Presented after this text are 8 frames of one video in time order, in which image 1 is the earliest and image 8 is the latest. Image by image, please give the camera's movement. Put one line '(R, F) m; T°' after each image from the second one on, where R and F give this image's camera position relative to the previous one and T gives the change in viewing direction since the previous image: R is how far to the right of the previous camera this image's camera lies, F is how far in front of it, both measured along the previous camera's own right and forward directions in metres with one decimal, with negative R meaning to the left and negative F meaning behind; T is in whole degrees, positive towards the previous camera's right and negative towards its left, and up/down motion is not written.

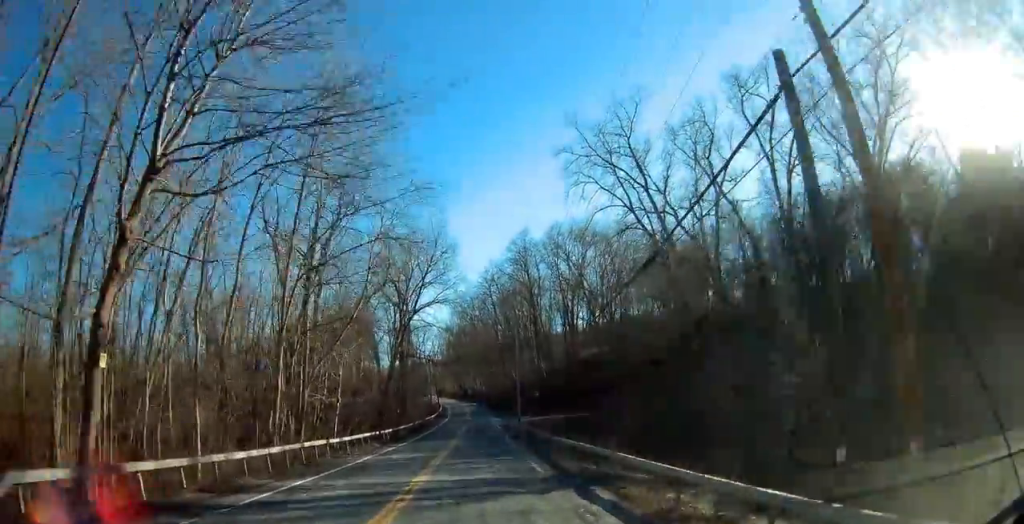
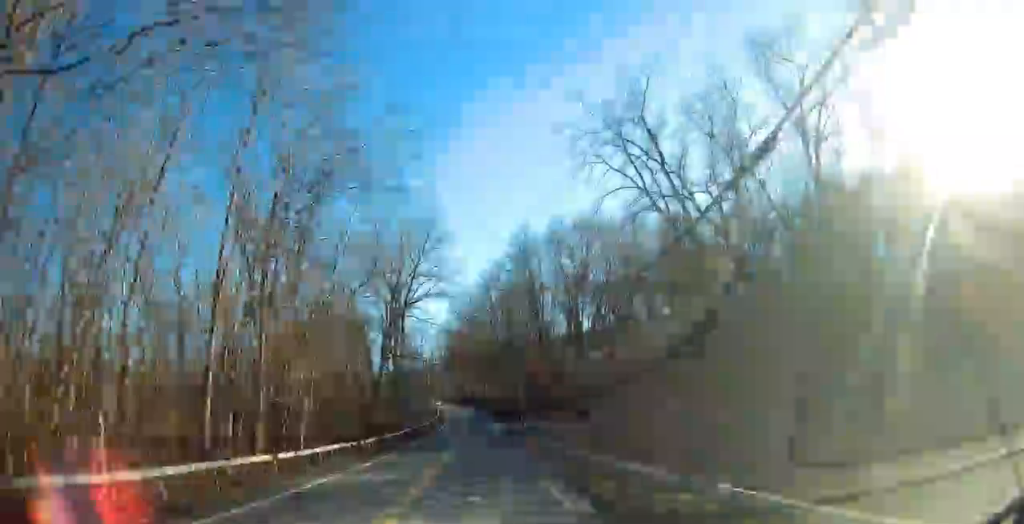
(0.0, +6.4) m; 0°
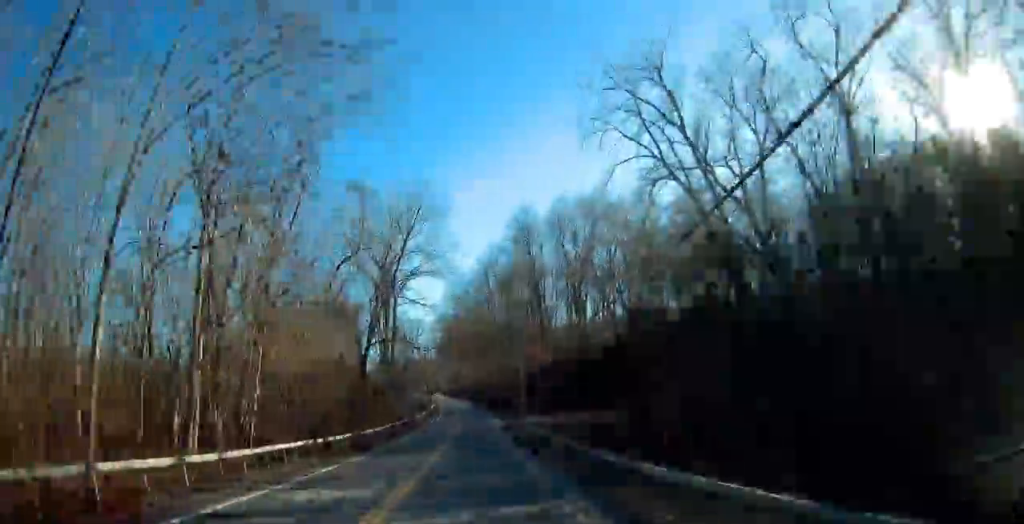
(-0.1, +5.9) m; 0°
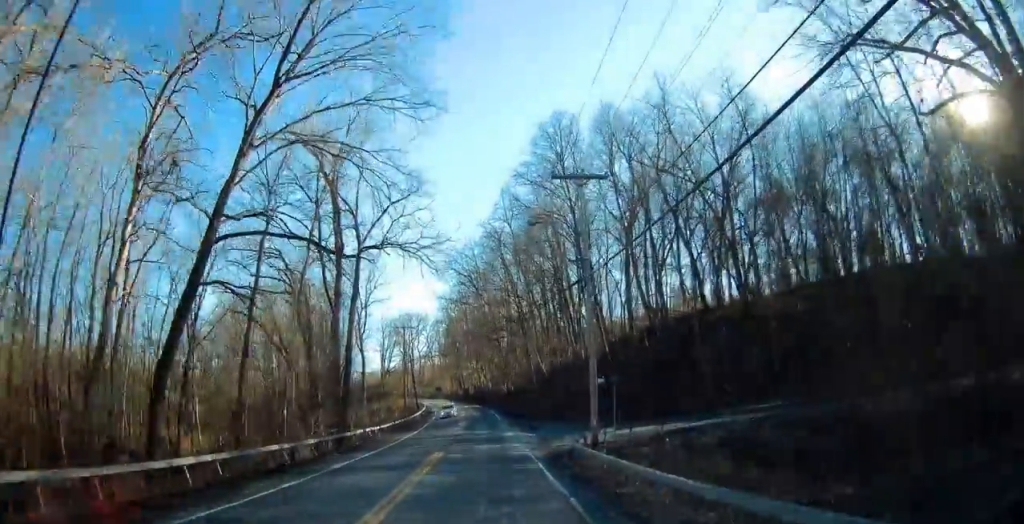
(0.0, +30.9) m; 0°
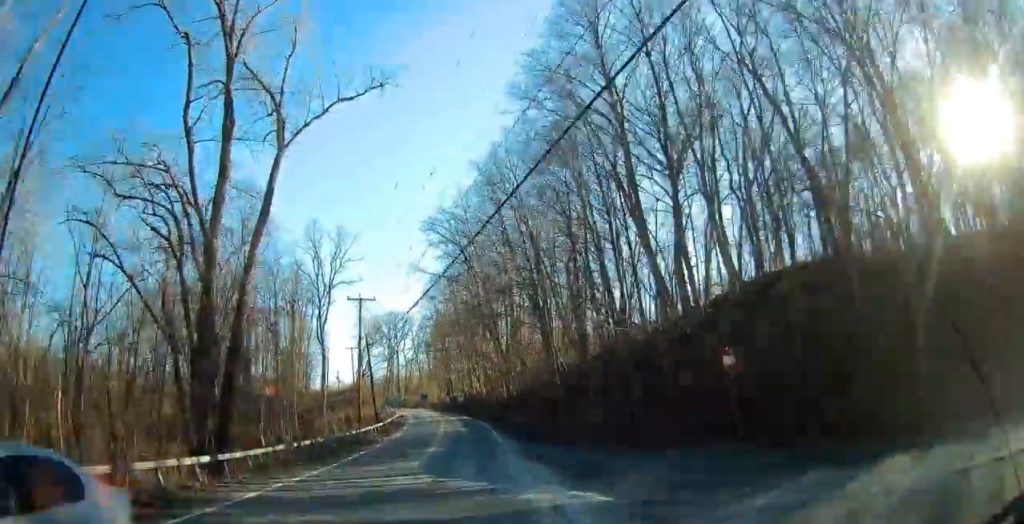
(+0.4, +22.7) m; +1°
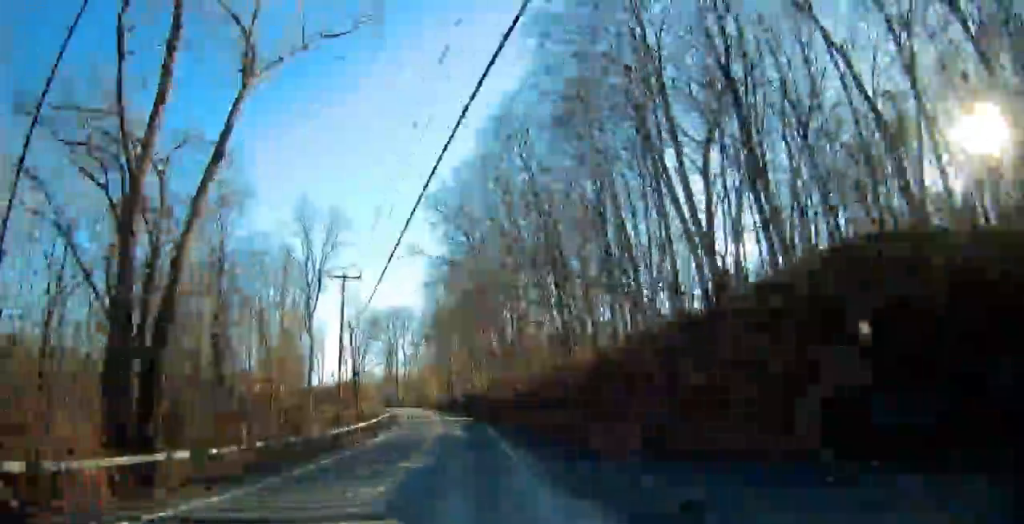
(+0.1, +7.2) m; -1°
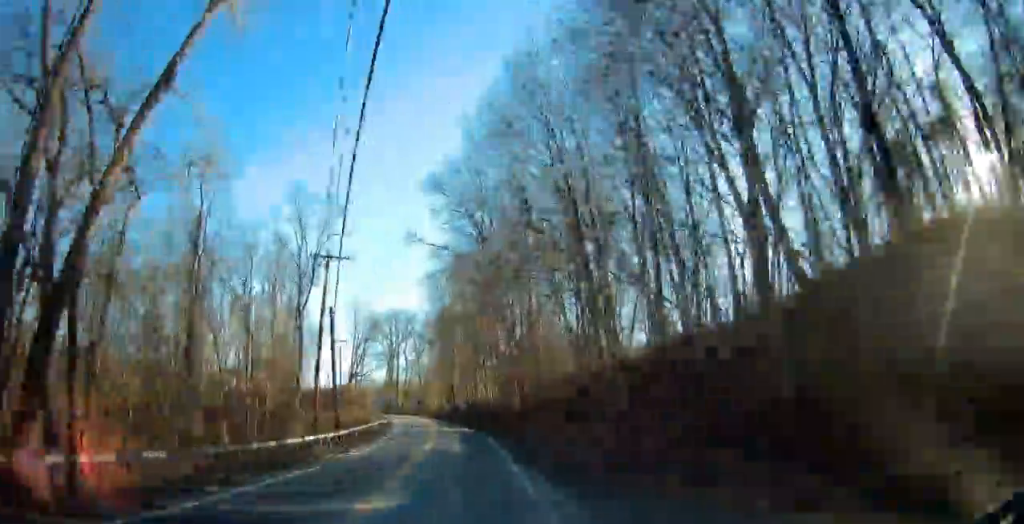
(-0.1, +6.7) m; -1°
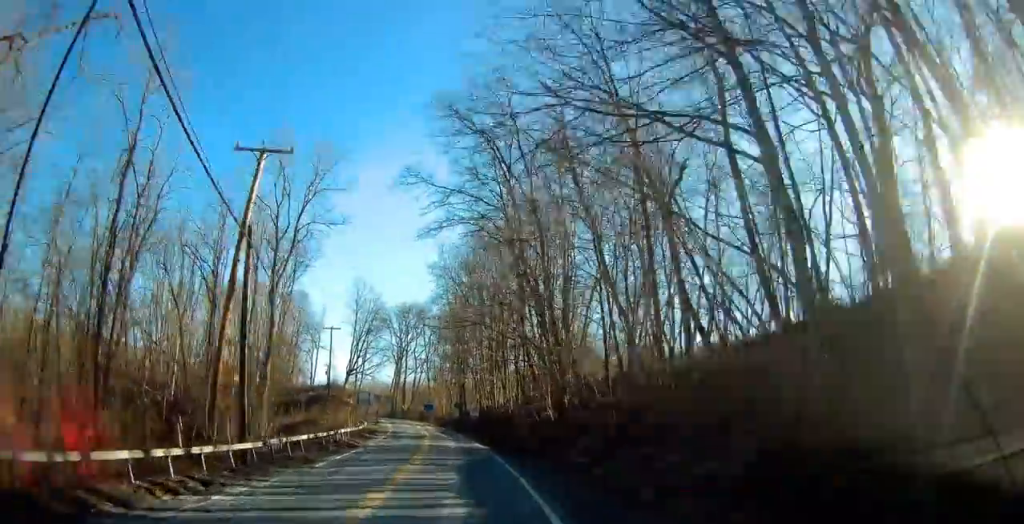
(-0.2, +14.9) m; -1°
